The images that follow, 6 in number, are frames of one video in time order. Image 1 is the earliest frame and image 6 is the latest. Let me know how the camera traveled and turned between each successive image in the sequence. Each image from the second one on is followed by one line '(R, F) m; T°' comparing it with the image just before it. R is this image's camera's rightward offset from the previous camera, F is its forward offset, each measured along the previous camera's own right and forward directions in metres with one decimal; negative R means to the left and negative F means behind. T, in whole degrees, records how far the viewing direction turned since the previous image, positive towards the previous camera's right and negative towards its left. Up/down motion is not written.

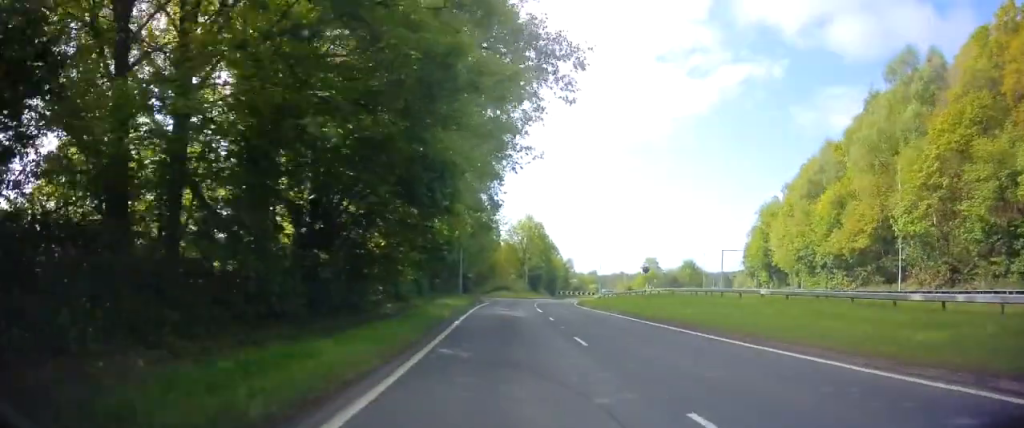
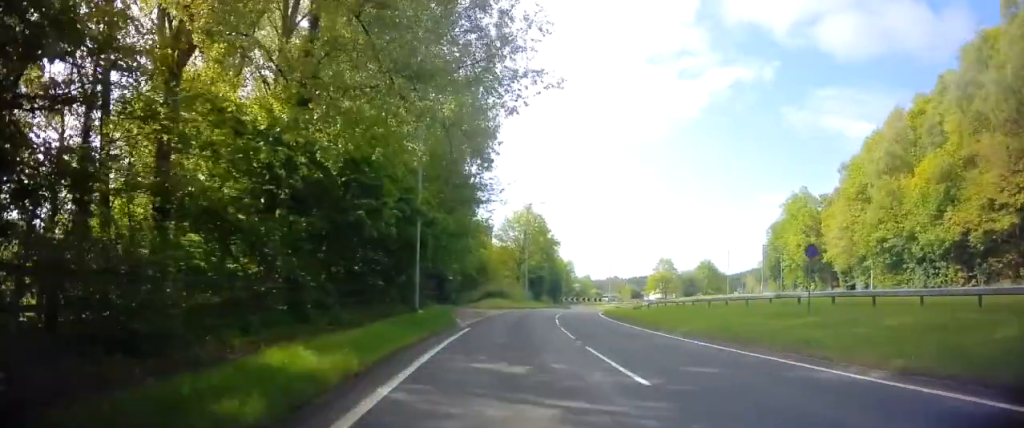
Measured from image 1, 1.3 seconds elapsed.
(+0.2, +21.0) m; 0°
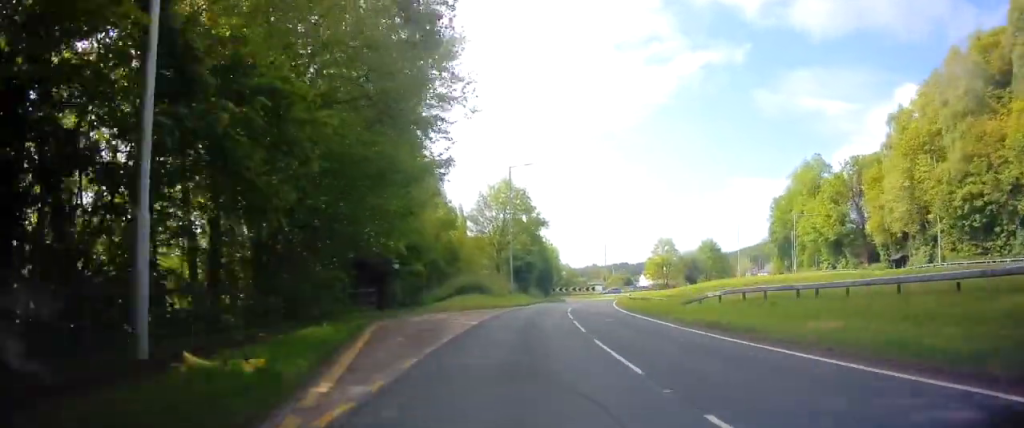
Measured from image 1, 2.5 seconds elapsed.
(0.0, +17.4) m; +2°
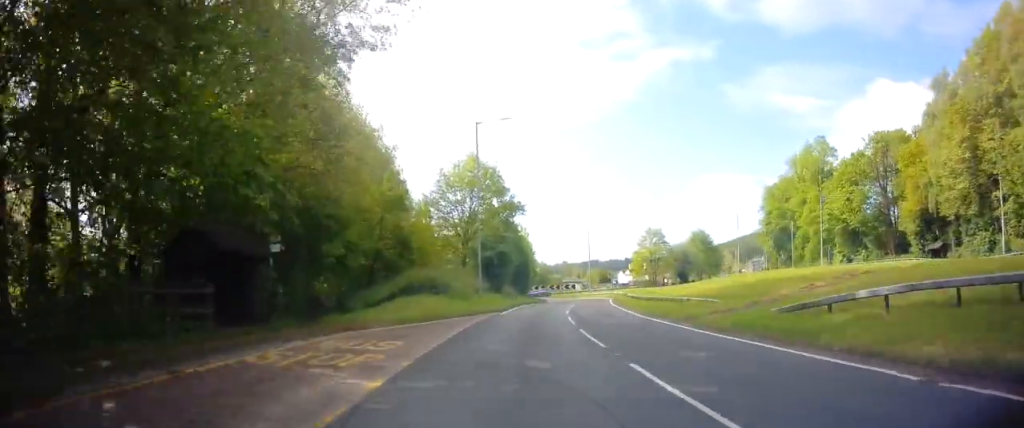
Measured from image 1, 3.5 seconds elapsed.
(+0.5, +14.0) m; +4°
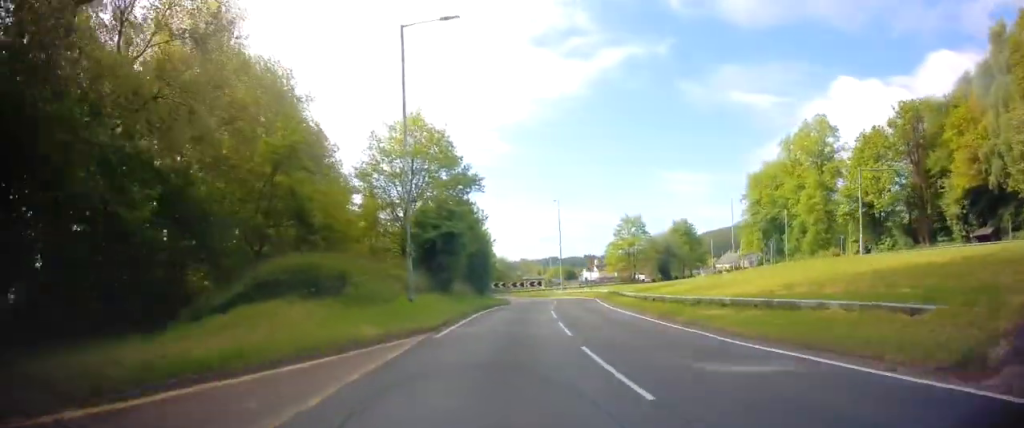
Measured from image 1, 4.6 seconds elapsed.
(+0.6, +15.0) m; +3°
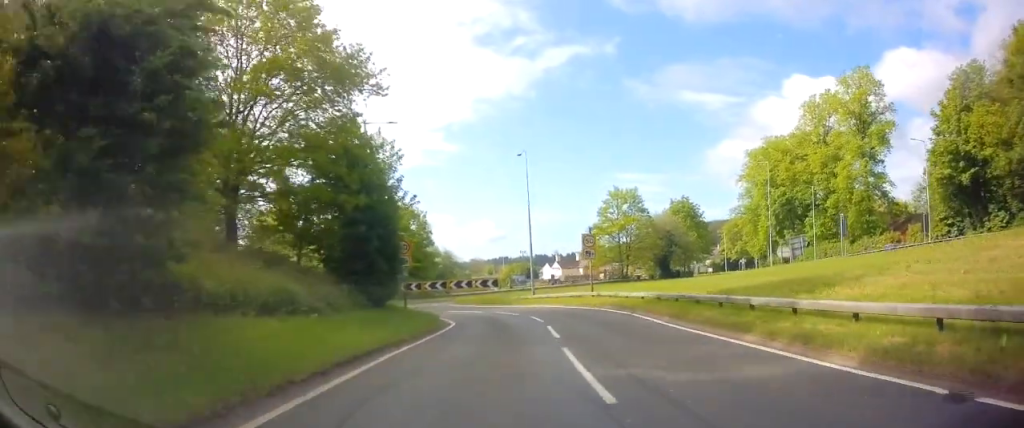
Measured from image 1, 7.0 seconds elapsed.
(+0.7, +26.8) m; +4°
